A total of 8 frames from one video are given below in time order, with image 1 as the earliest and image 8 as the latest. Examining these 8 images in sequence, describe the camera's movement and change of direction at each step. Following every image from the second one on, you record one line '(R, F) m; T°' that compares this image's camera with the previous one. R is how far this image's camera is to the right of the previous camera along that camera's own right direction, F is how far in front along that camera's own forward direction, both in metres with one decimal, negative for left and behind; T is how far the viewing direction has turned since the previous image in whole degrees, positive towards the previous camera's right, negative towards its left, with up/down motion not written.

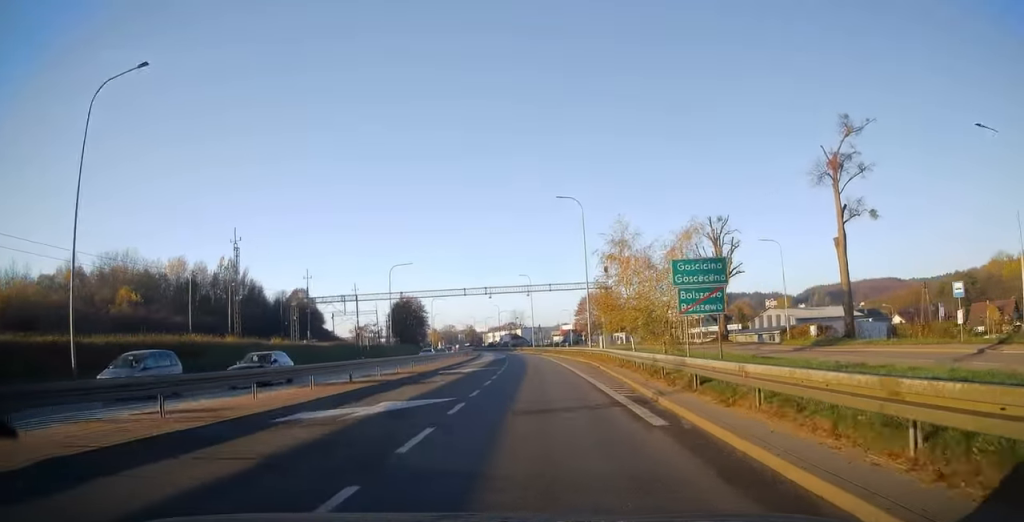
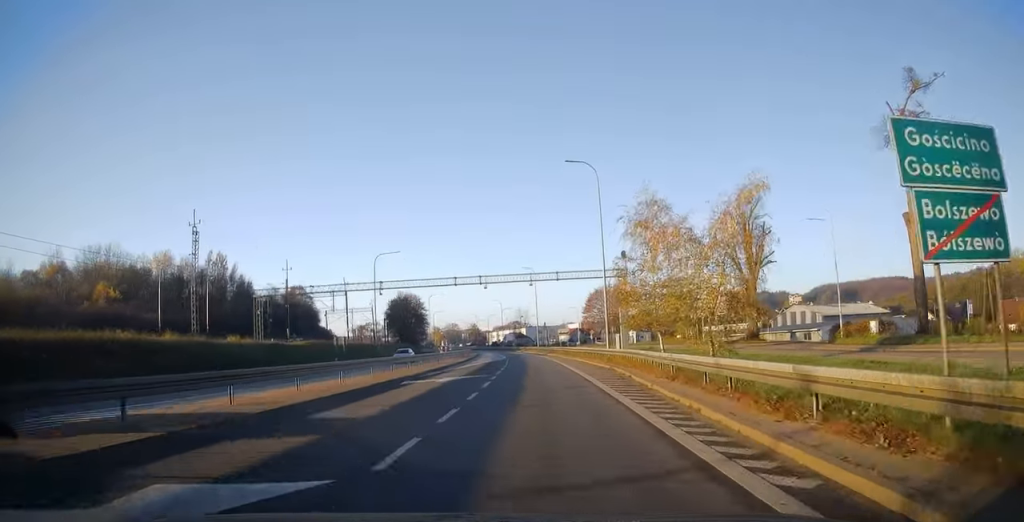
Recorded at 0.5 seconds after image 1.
(0.0, +9.2) m; -1°
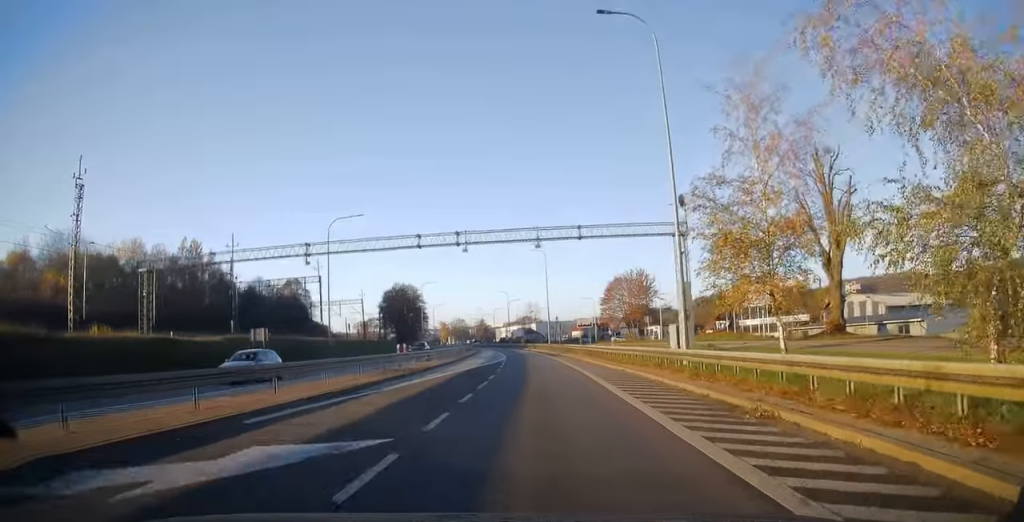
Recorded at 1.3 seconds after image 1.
(-0.4, +17.7) m; -1°
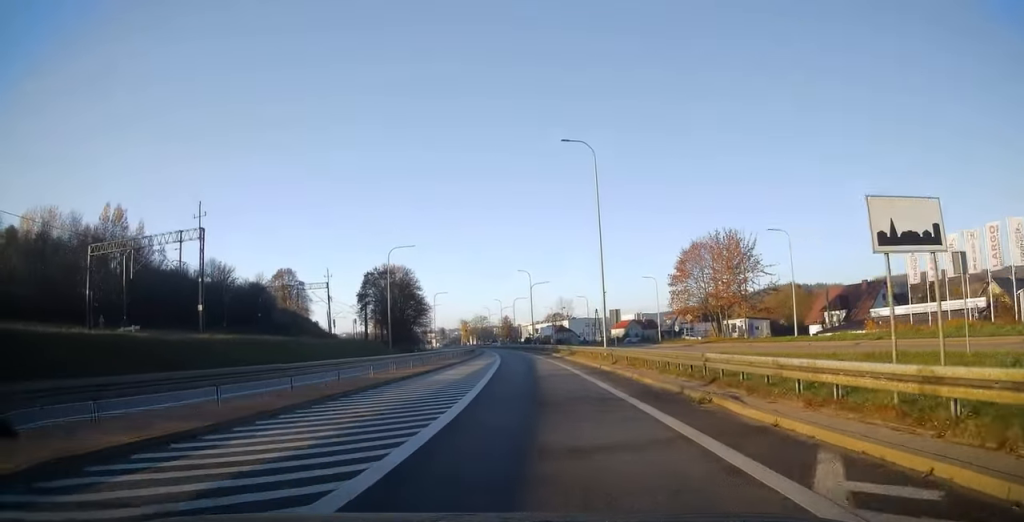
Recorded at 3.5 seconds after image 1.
(-0.9, +39.9) m; -3°
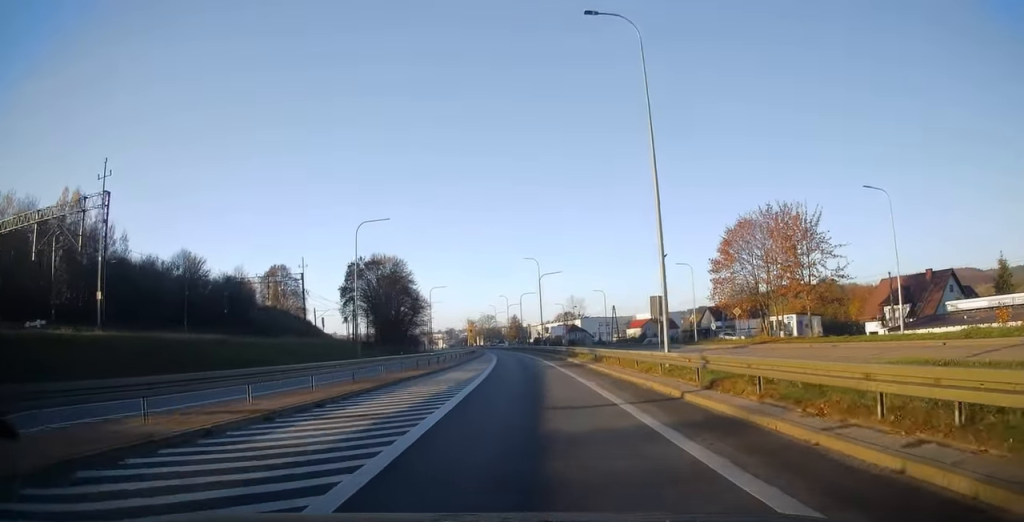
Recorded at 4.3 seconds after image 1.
(0.0, +14.9) m; -1°
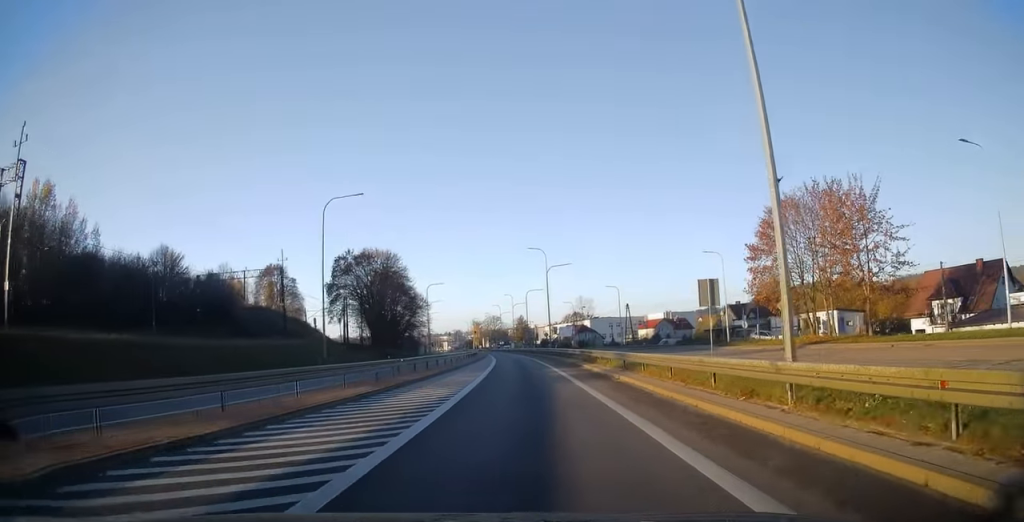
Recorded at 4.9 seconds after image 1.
(0.0, +9.5) m; -1°
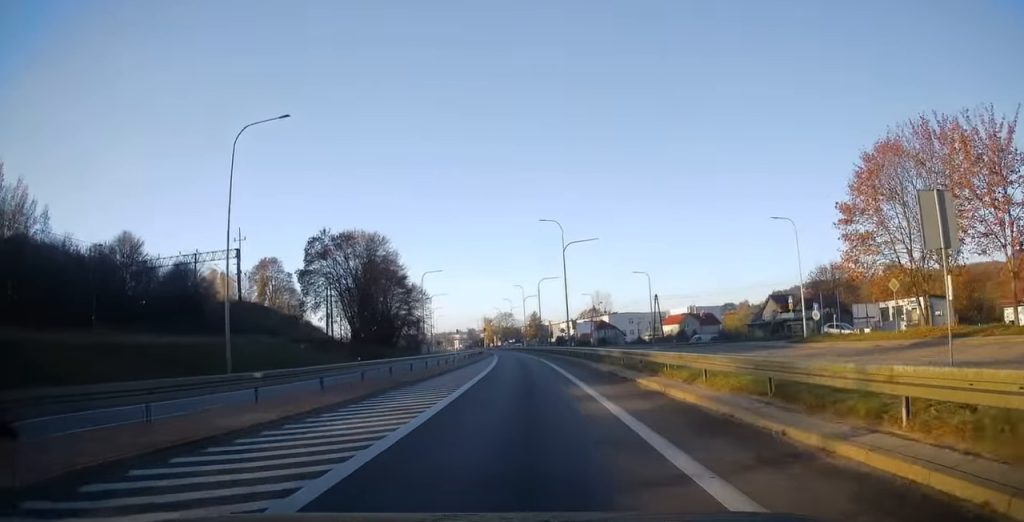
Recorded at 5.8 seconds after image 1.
(-0.4, +15.1) m; -2°
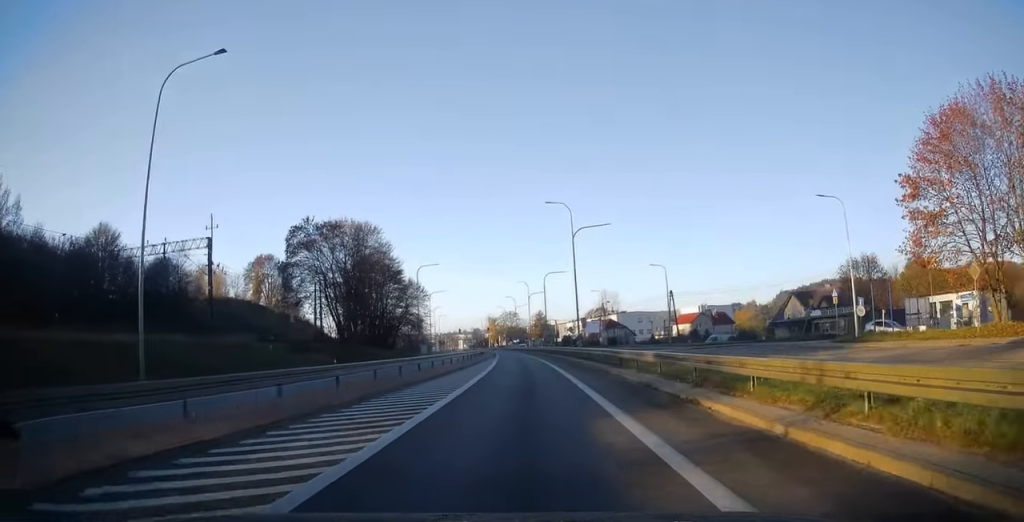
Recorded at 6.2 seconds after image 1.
(0.0, +7.1) m; 0°
